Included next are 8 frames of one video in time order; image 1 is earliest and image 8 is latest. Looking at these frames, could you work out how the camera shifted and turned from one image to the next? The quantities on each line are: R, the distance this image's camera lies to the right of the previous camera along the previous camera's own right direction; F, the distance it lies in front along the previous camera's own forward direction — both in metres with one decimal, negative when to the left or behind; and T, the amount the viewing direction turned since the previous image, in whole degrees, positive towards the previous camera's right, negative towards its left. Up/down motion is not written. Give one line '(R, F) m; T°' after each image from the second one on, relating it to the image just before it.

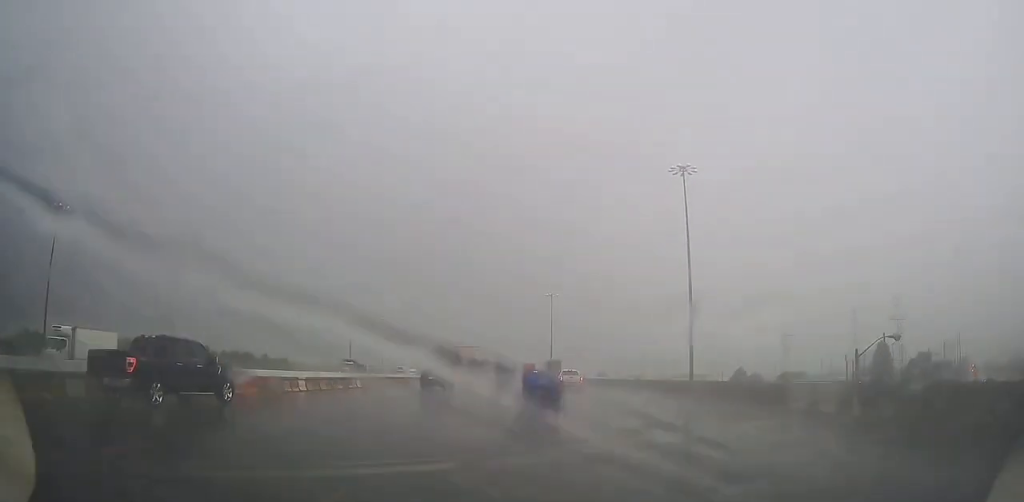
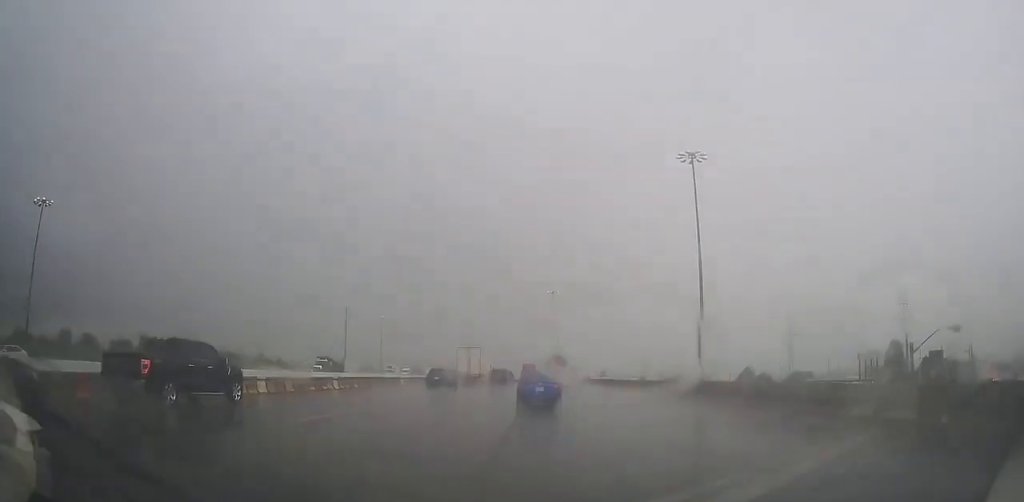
(0.0, +4.4) m; -1°
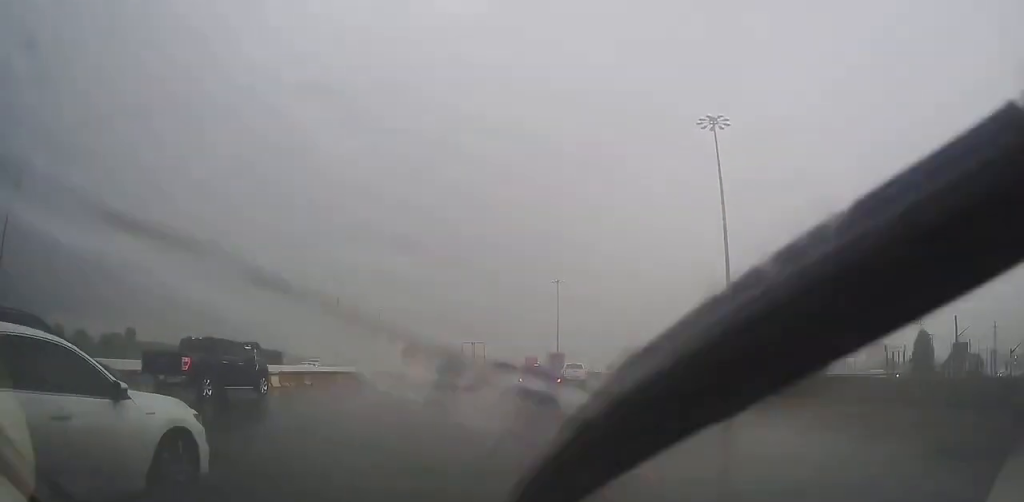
(-0.1, +8.5) m; -1°
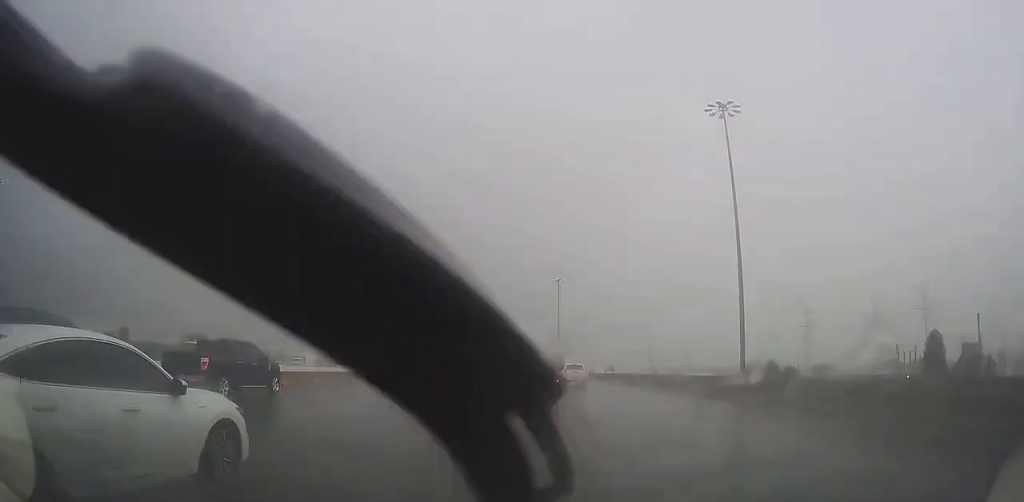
(0.0, +4.0) m; 0°
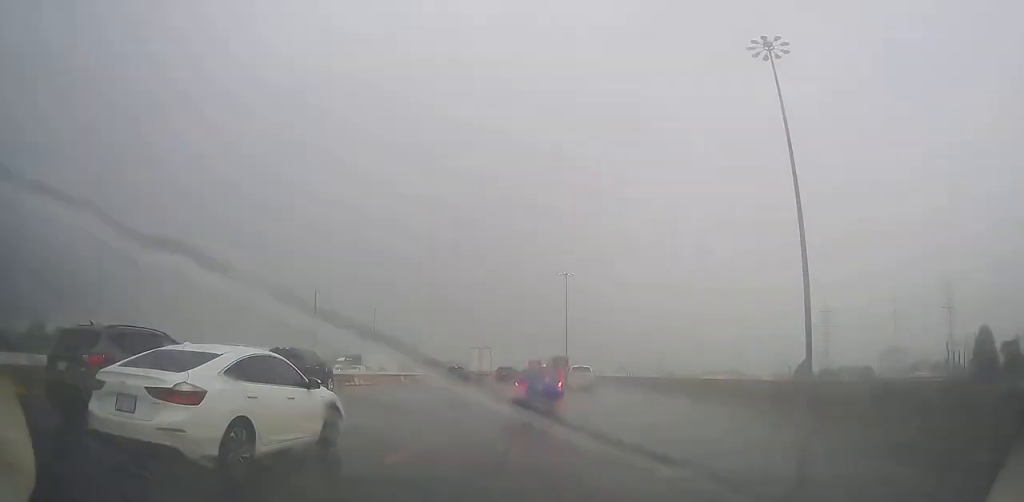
(+0.2, +13.3) m; 0°
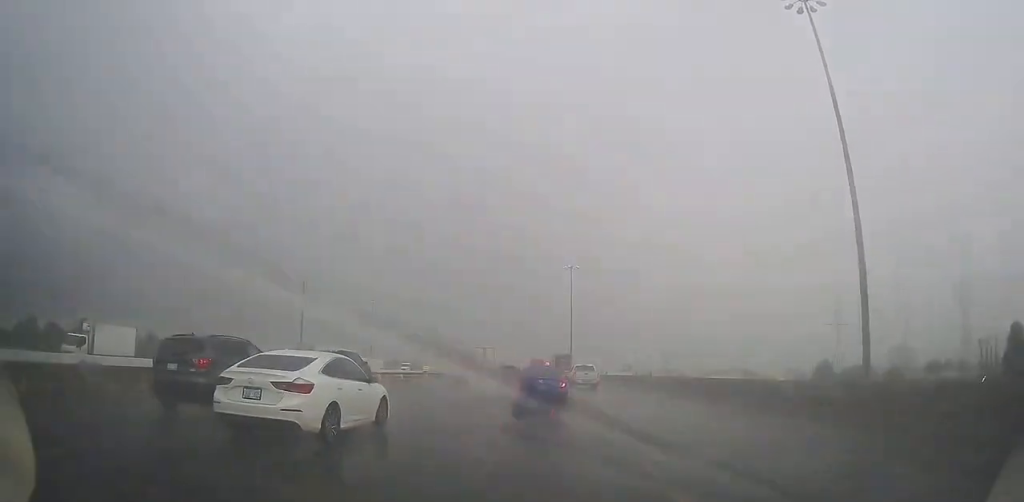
(-0.4, +8.7) m; -1°
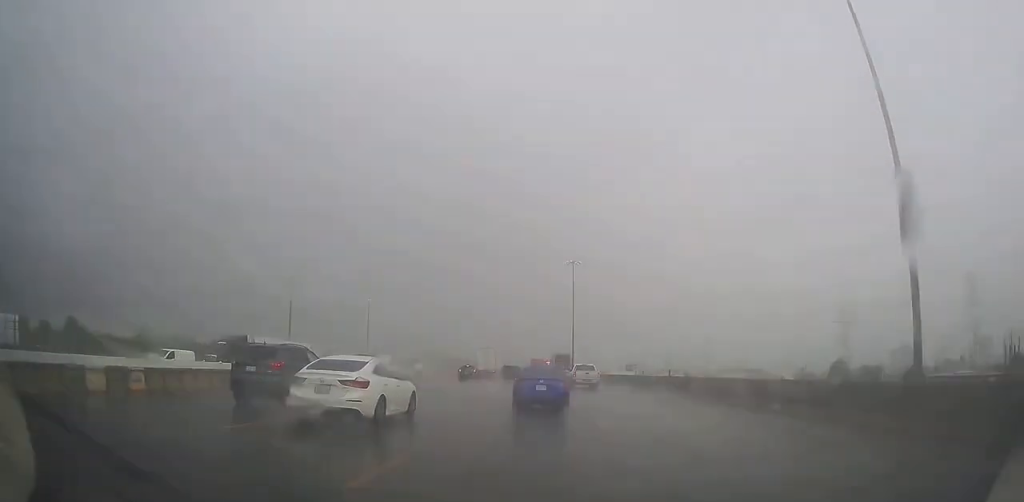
(+0.2, +6.1) m; +2°
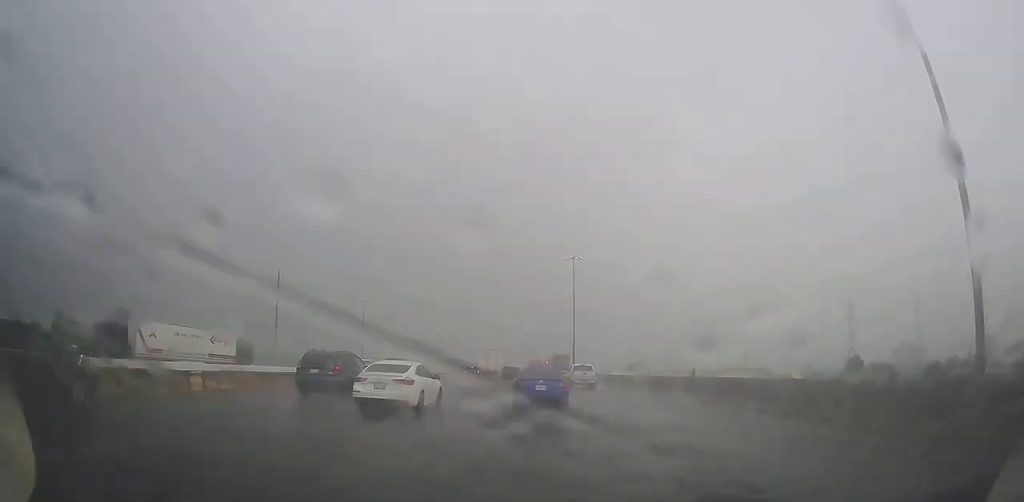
(0.0, +6.0) m; 0°
